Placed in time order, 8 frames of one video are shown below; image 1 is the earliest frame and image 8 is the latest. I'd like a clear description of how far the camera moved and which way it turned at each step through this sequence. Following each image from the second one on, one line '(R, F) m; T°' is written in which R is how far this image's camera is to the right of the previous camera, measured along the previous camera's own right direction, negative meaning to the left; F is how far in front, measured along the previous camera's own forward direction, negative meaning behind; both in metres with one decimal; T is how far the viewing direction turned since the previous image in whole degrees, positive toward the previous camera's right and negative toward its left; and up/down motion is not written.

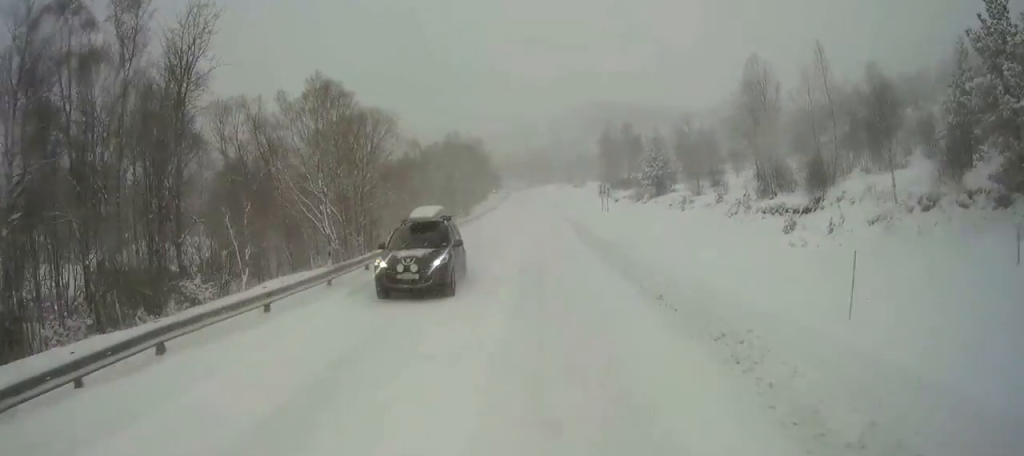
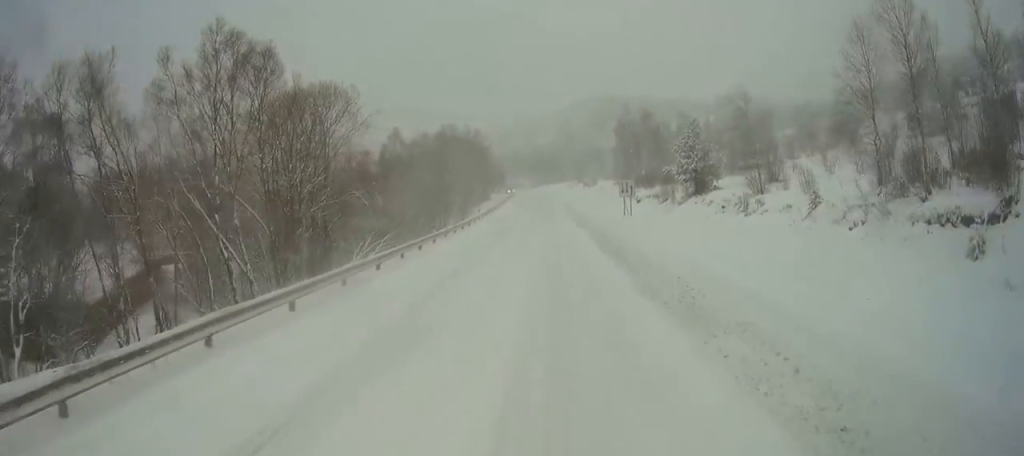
(-0.1, +14.7) m; -1°
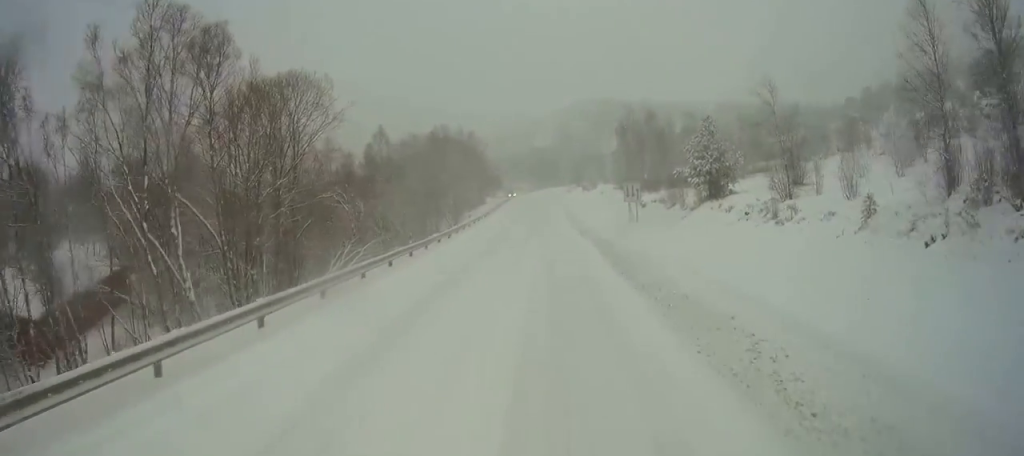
(0.0, +5.4) m; 0°
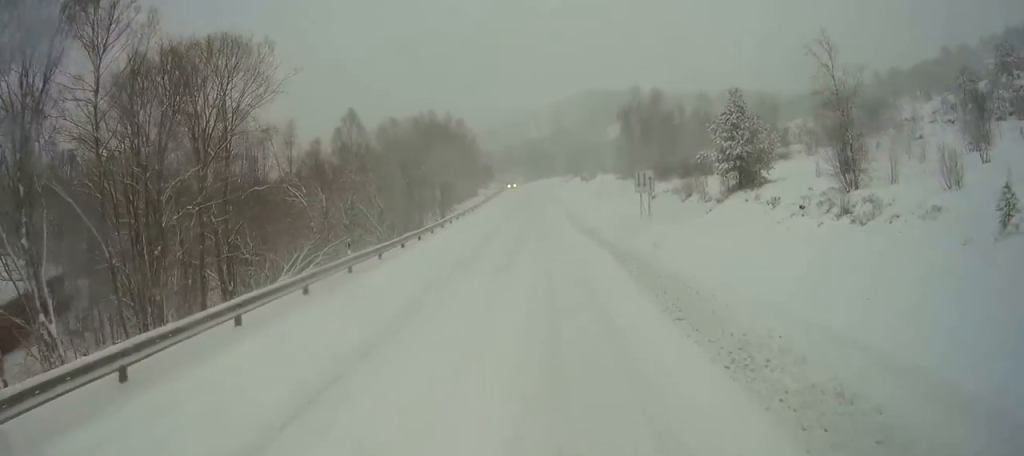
(0.0, +8.7) m; 0°
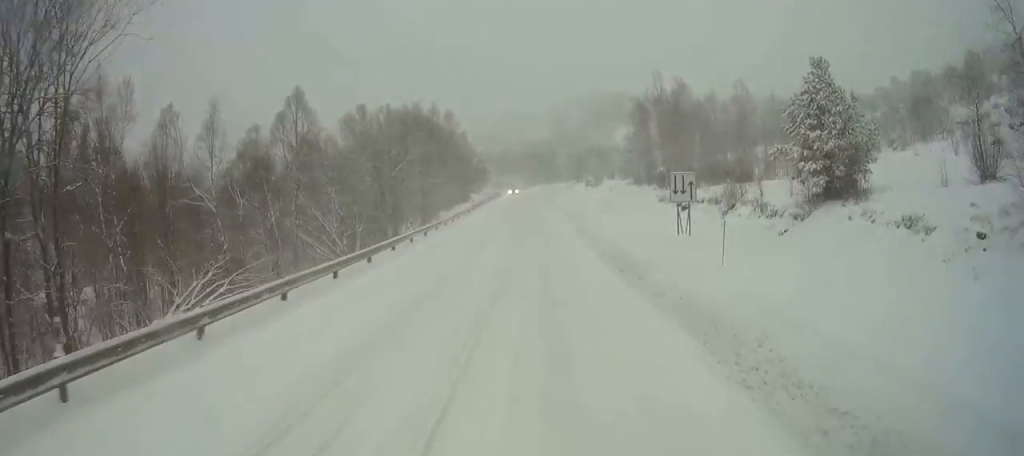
(0.0, +13.5) m; 0°
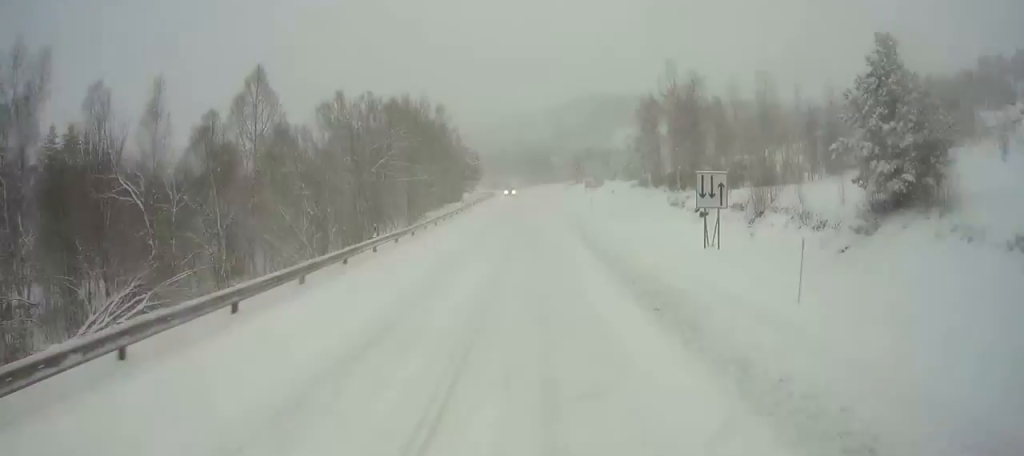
(0.0, +6.5) m; 0°
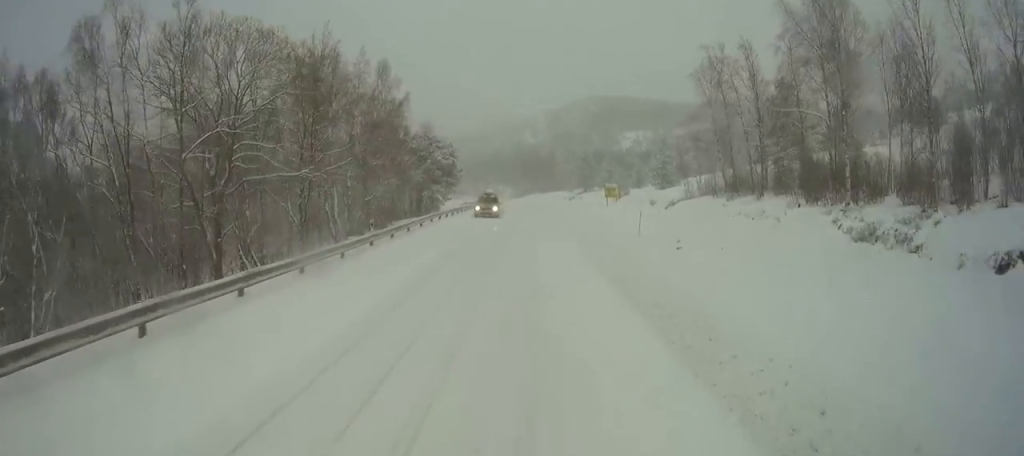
(+0.2, +31.3) m; +1°
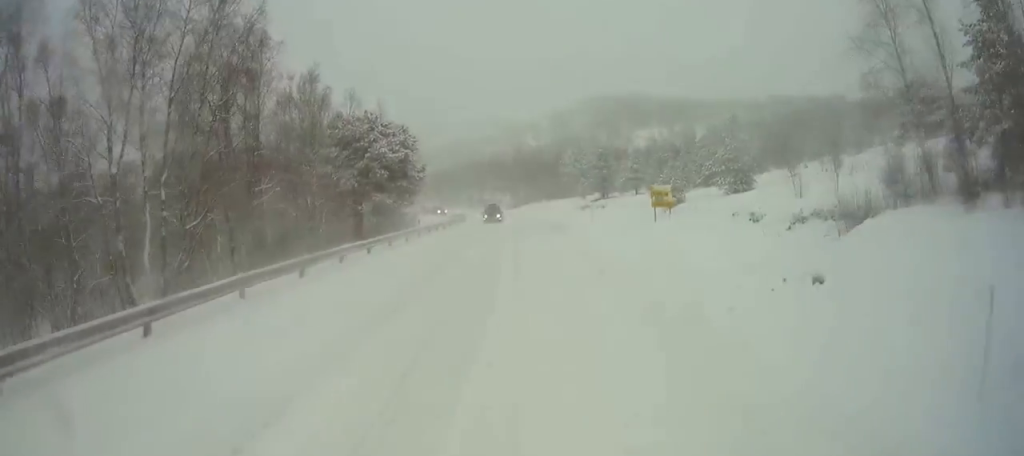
(+0.2, +27.5) m; 0°
